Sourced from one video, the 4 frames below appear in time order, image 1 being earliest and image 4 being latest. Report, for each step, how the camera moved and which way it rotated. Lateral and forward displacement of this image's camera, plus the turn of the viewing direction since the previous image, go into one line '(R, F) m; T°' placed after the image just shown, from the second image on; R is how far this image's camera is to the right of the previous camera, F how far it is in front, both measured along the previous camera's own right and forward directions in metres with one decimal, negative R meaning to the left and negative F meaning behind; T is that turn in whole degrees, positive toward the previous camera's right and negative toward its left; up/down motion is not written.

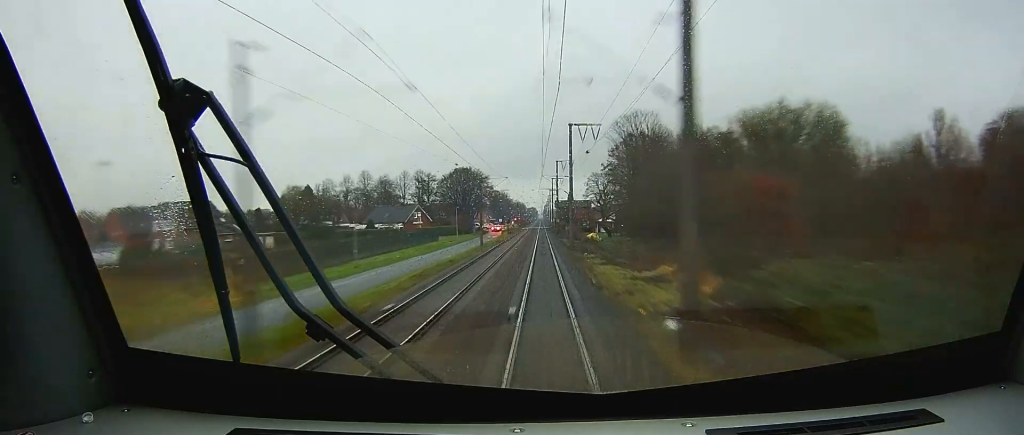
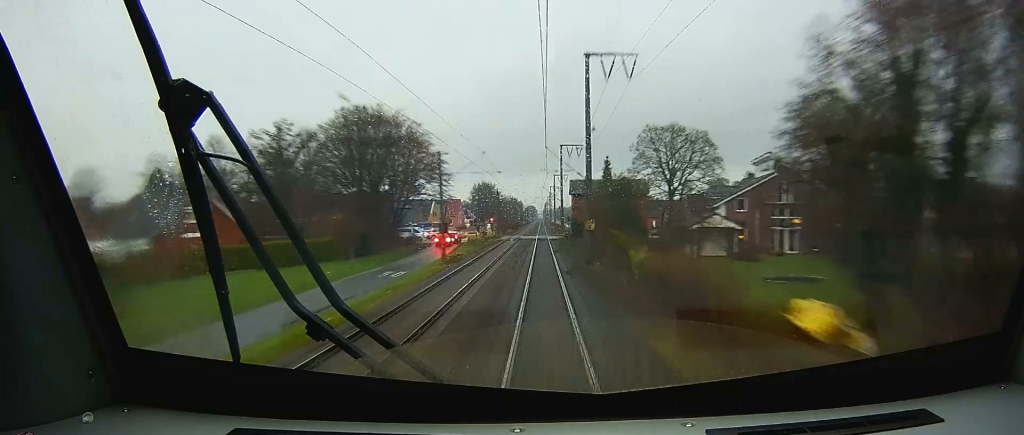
(-0.4, +94.5) m; 0°
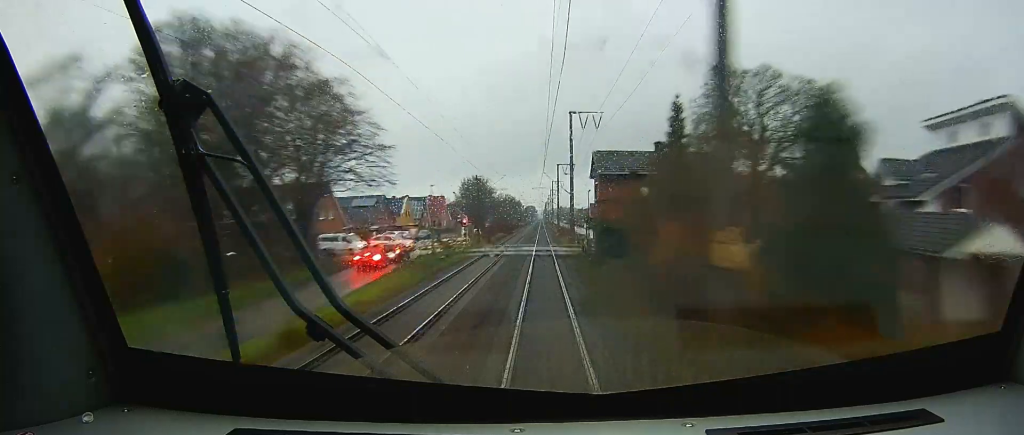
(0.0, +37.4) m; 0°
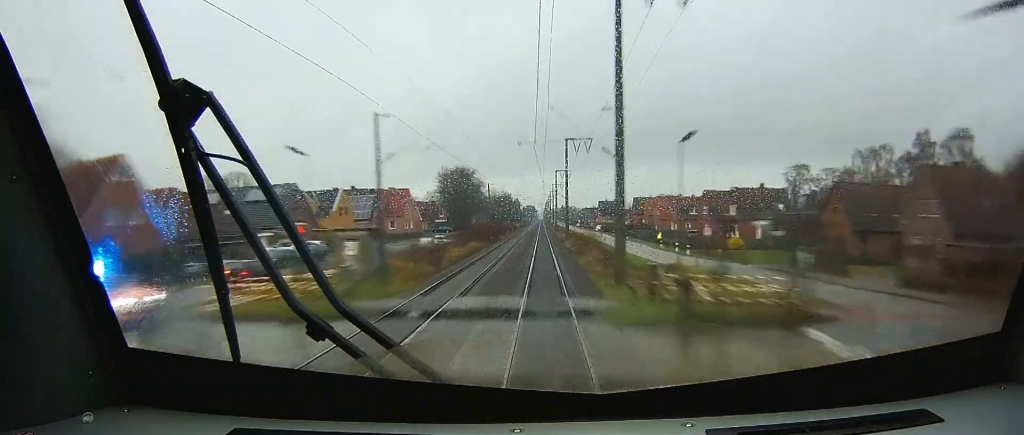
(0.0, +46.4) m; 0°
